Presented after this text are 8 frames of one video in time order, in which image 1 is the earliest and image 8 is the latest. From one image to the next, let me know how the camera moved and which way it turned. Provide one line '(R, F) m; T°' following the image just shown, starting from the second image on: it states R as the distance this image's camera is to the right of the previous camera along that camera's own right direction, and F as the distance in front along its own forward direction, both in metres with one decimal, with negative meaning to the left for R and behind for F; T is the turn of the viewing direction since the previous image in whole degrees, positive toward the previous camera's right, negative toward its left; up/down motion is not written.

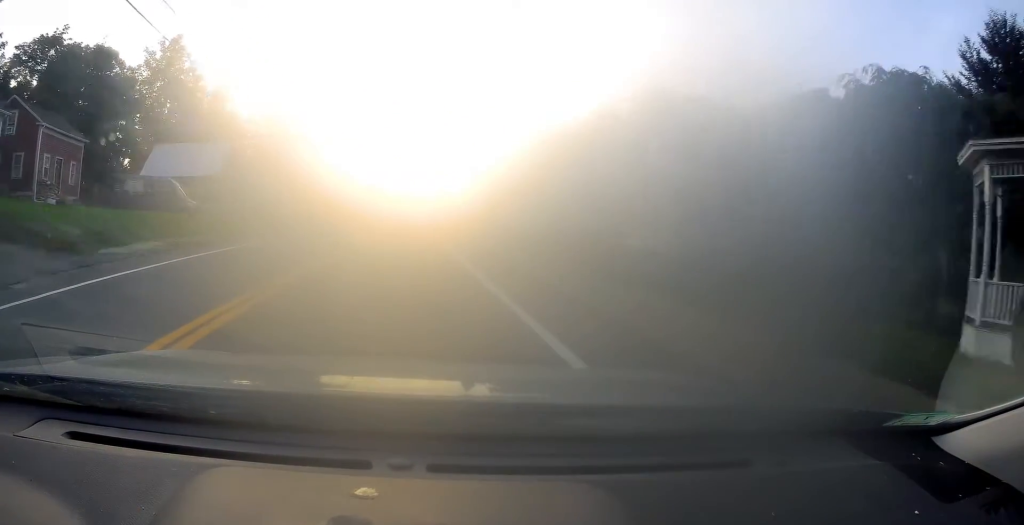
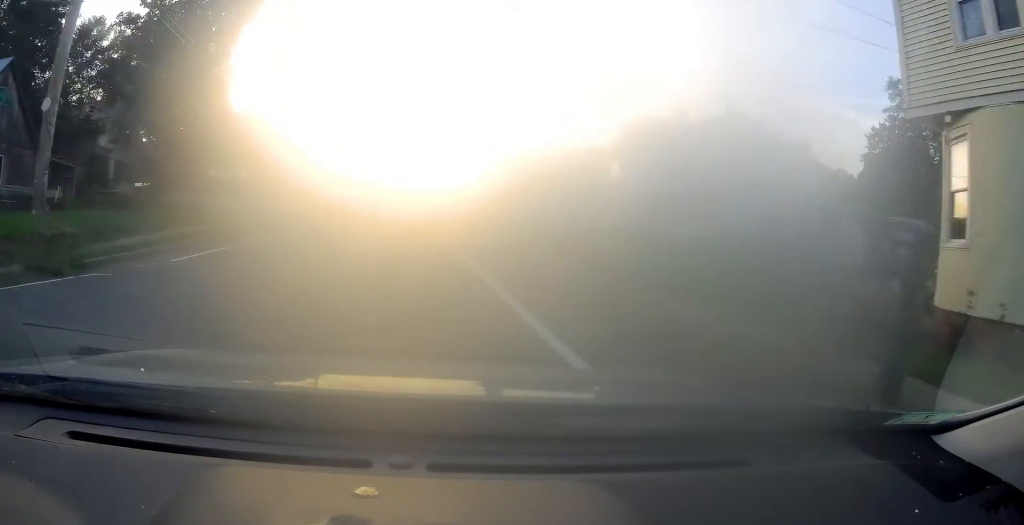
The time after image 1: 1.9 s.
(-0.7, +36.4) m; -2°
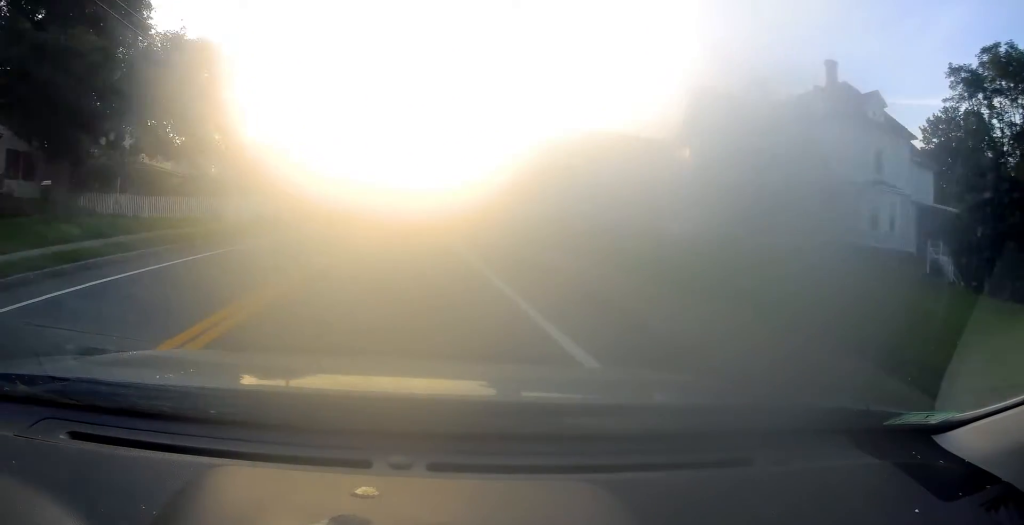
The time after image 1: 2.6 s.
(-0.1, +13.1) m; 0°
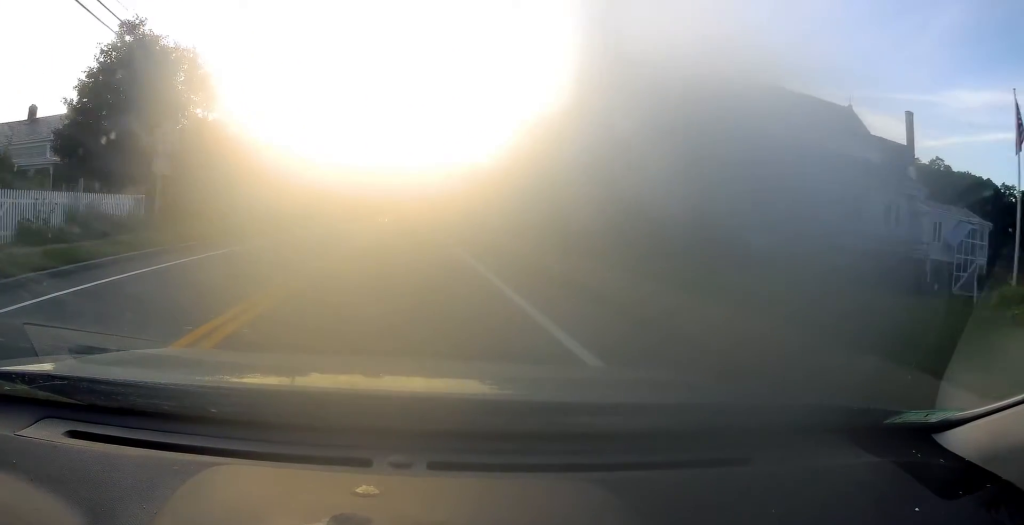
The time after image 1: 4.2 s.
(-0.1, +30.0) m; +1°
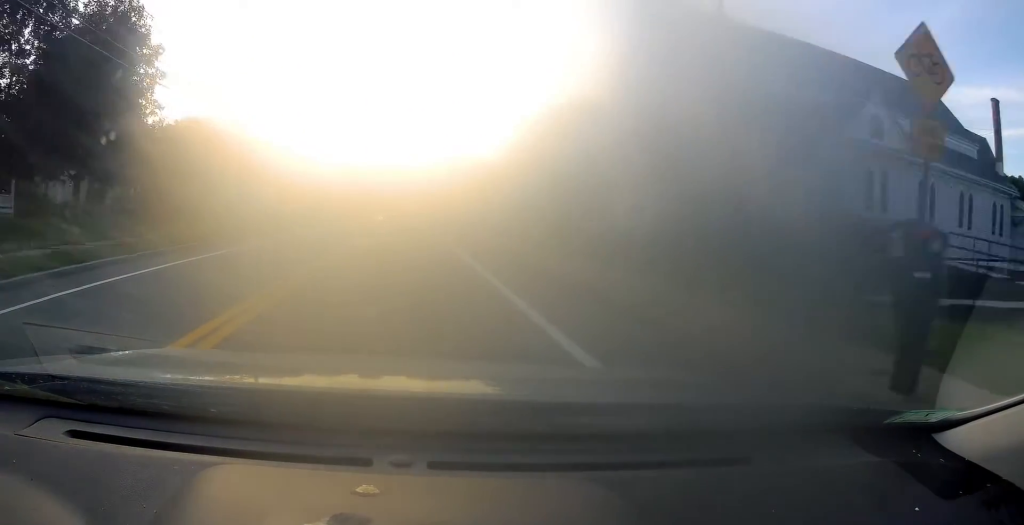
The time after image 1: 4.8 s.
(+0.2, +10.9) m; +1°
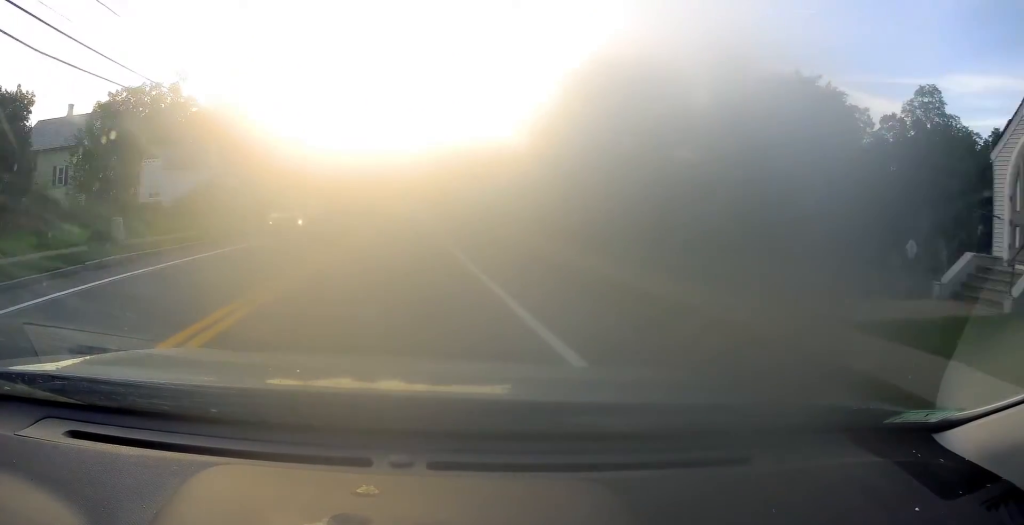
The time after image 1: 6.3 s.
(+0.4, +28.6) m; -1°
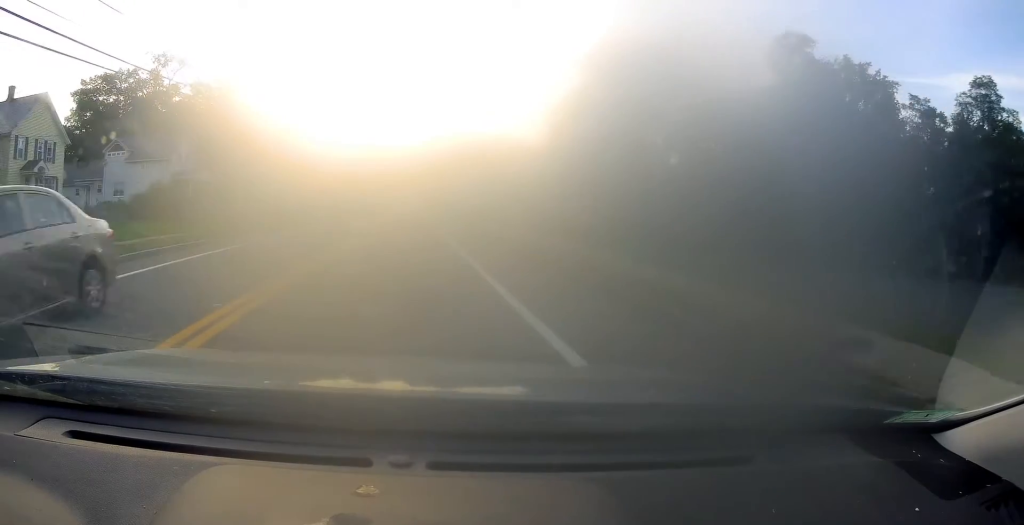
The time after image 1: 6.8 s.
(-0.3, +10.4) m; -1°
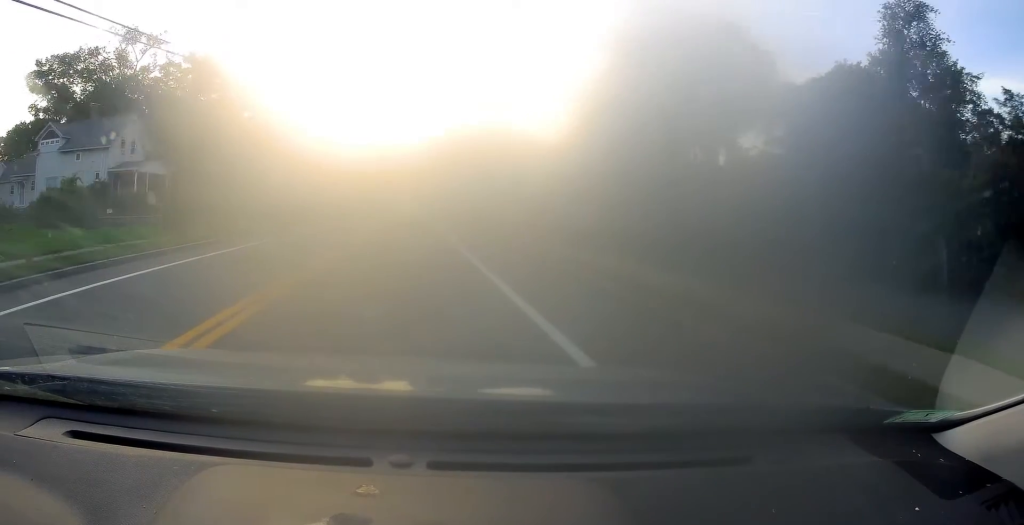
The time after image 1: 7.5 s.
(-0.2, +12.9) m; -1°
